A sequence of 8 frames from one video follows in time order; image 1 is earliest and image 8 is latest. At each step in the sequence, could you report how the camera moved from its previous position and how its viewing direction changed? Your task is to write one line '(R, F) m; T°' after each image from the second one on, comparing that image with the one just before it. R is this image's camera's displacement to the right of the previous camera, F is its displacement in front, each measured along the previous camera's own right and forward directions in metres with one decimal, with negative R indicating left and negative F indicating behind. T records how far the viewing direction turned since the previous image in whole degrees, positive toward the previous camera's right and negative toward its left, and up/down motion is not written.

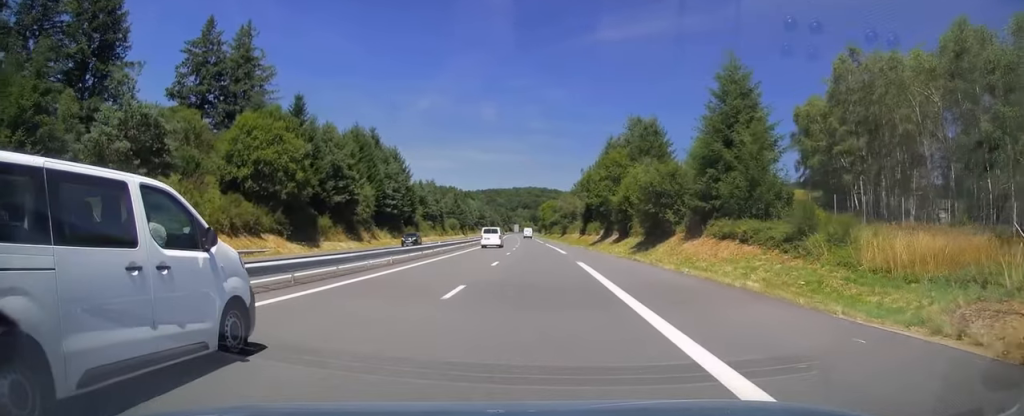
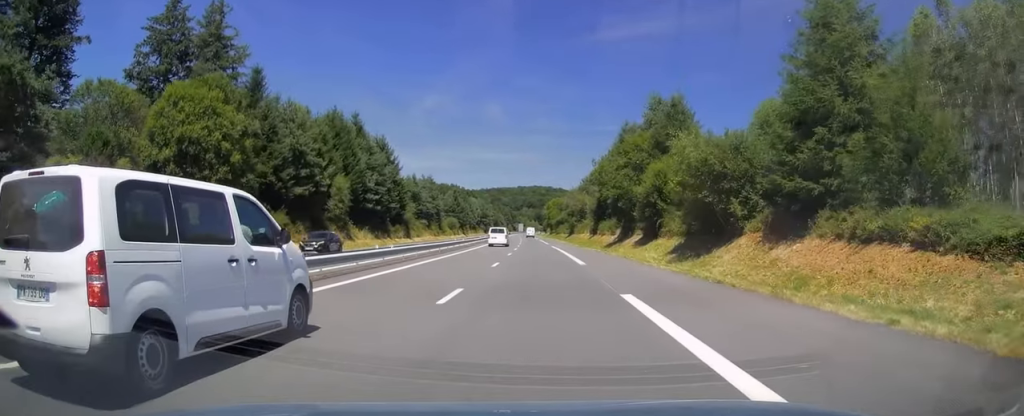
(0.0, +13.9) m; 0°
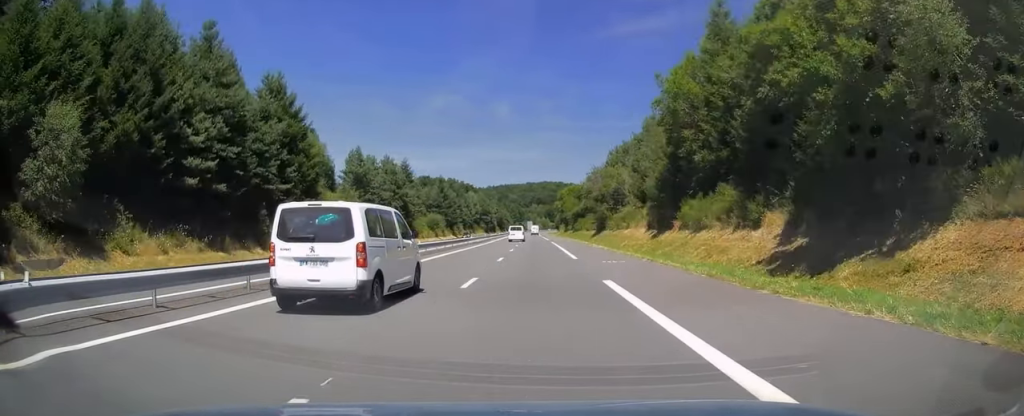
(-0.6, +49.2) m; -1°
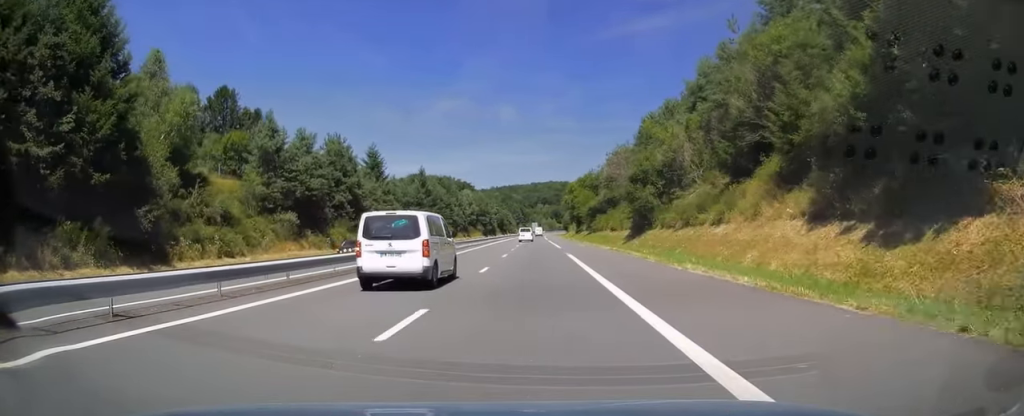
(-0.1, +33.4) m; -1°
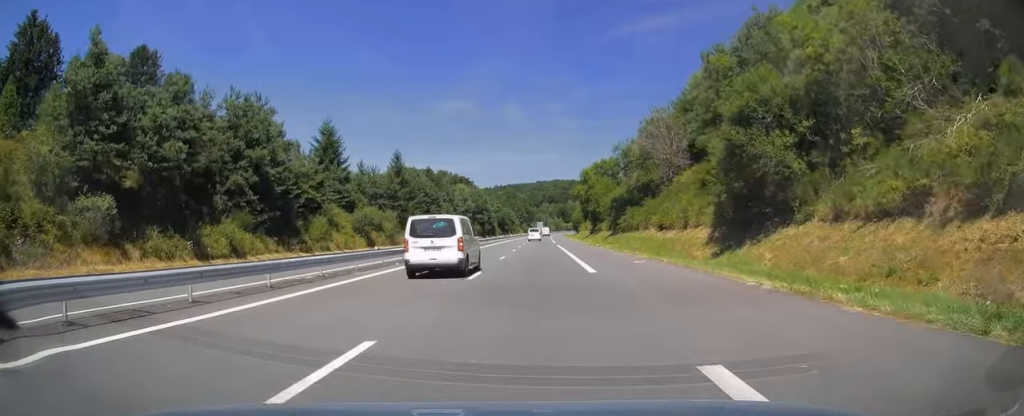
(-0.1, +29.4) m; 0°
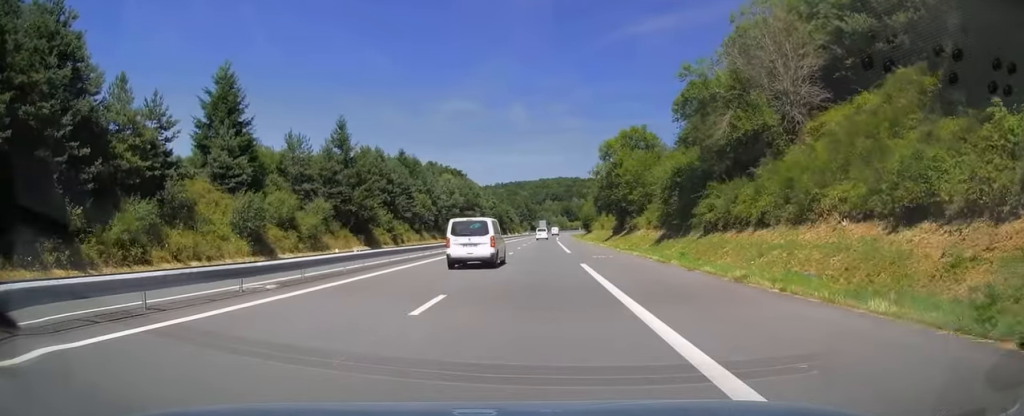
(-0.1, +33.8) m; 0°
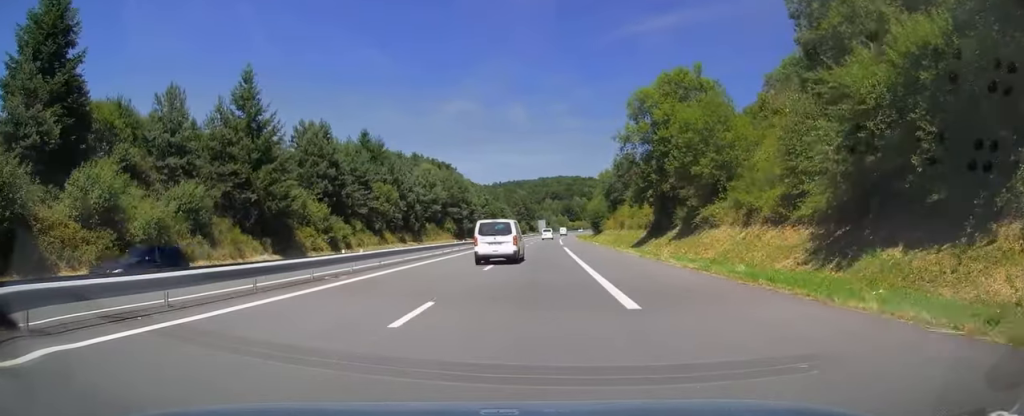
(0.0, +27.3) m; 0°
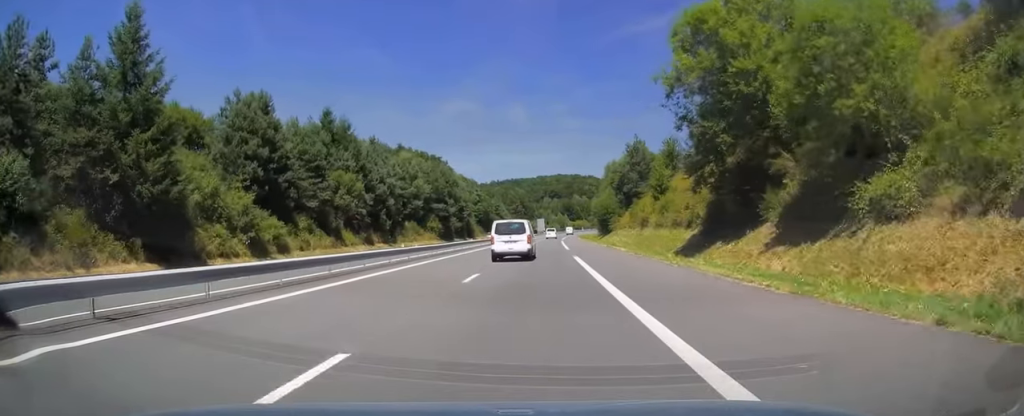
(0.0, +18.3) m; 0°
